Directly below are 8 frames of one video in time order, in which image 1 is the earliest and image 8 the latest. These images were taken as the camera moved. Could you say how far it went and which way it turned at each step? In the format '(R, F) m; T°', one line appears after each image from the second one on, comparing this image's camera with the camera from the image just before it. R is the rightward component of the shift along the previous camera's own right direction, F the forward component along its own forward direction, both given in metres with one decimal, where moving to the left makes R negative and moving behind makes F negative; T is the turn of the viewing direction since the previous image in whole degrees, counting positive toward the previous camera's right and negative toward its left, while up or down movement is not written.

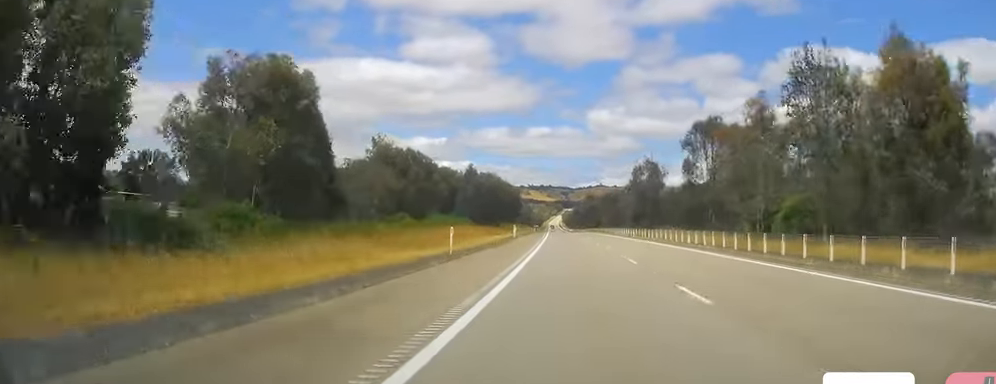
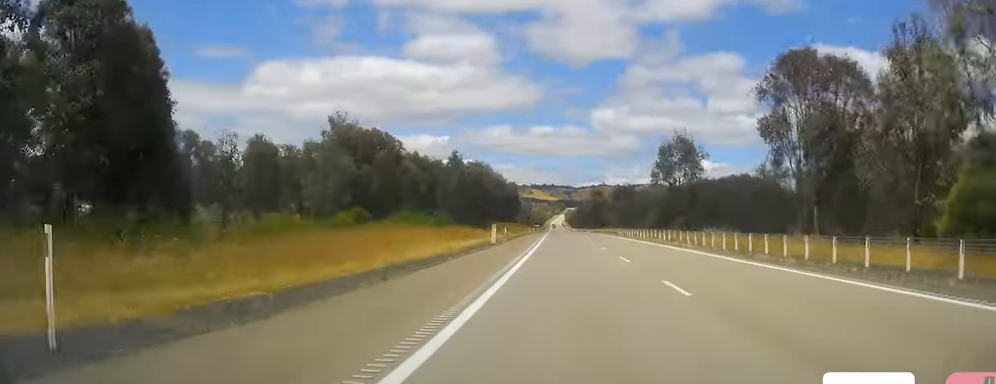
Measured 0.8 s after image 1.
(0.0, +22.4) m; -1°
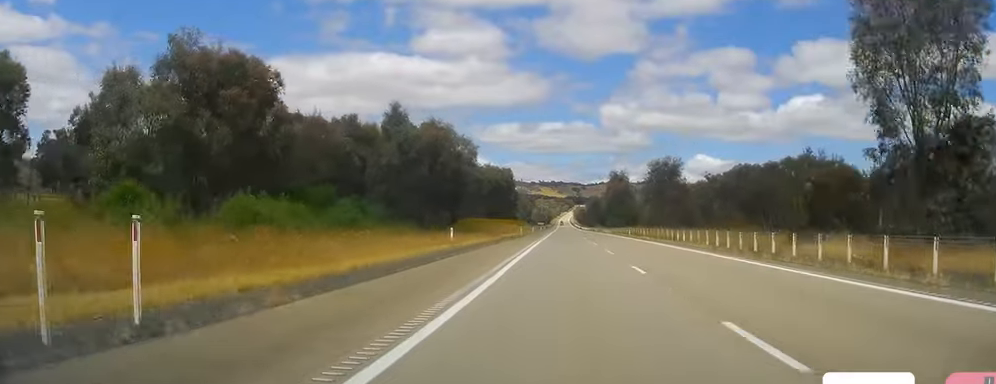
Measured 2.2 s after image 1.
(-0.5, +43.2) m; -1°
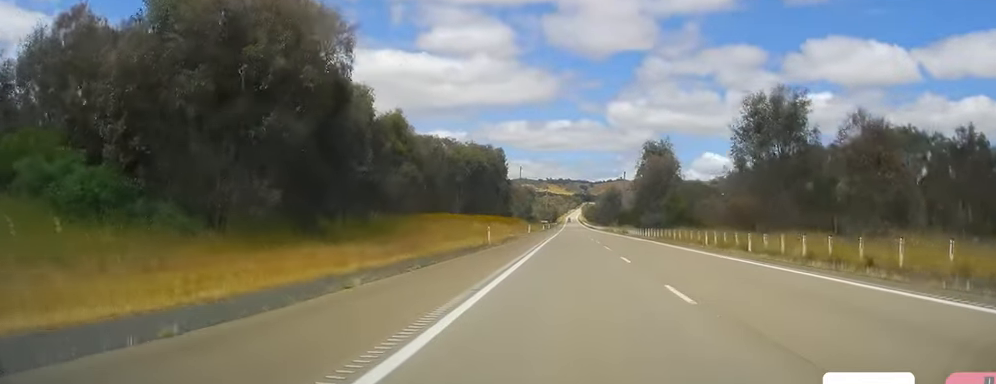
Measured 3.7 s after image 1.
(-0.4, +42.2) m; -1°
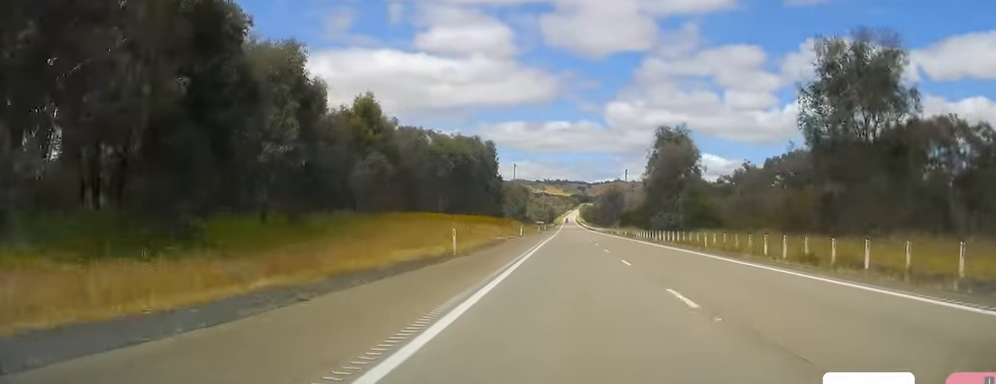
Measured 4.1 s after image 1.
(0.0, +12.7) m; 0°
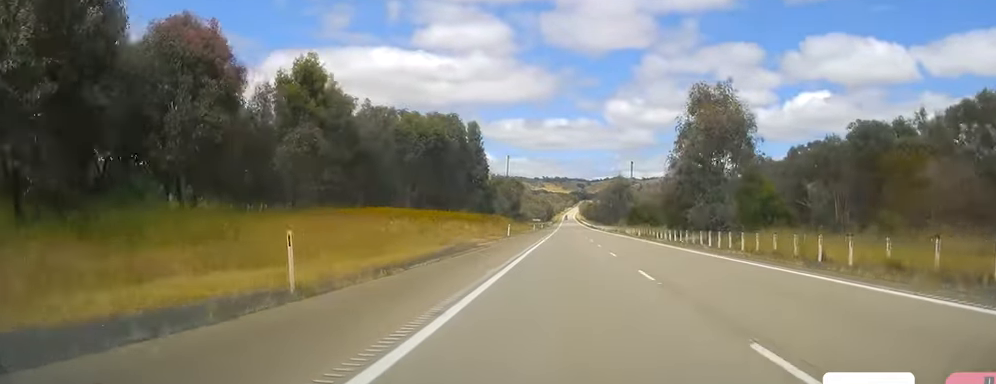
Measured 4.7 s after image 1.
(0.0, +18.6) m; 0°
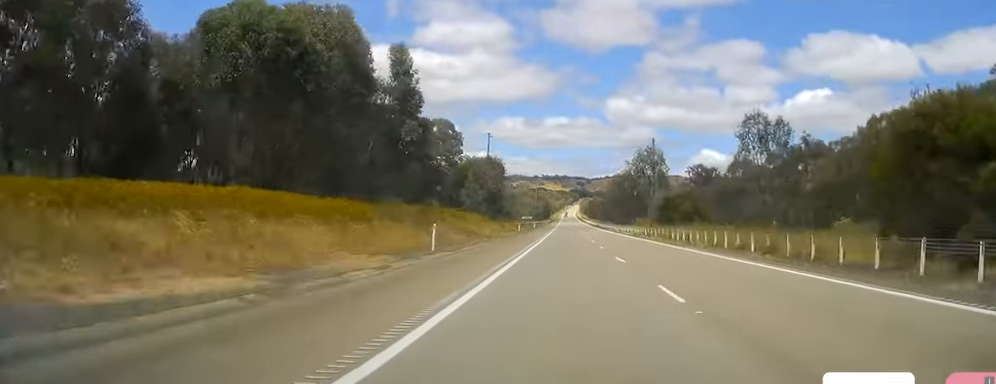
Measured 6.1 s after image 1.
(+0.1, +41.0) m; +1°
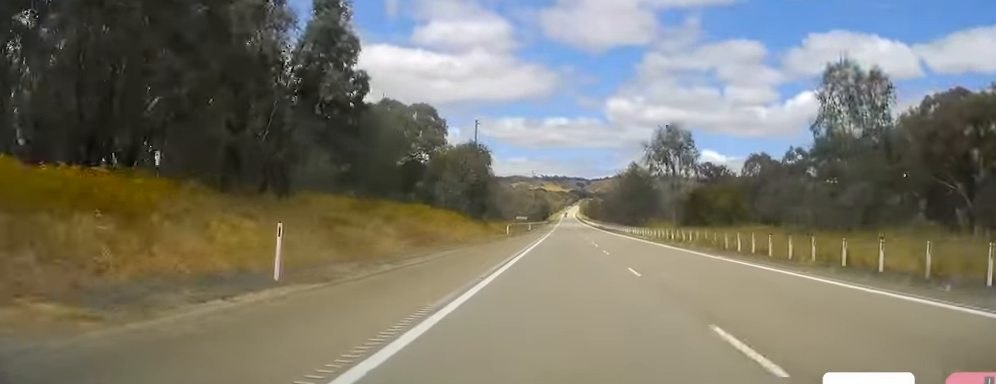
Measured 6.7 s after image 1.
(+0.2, +17.5) m; 0°
